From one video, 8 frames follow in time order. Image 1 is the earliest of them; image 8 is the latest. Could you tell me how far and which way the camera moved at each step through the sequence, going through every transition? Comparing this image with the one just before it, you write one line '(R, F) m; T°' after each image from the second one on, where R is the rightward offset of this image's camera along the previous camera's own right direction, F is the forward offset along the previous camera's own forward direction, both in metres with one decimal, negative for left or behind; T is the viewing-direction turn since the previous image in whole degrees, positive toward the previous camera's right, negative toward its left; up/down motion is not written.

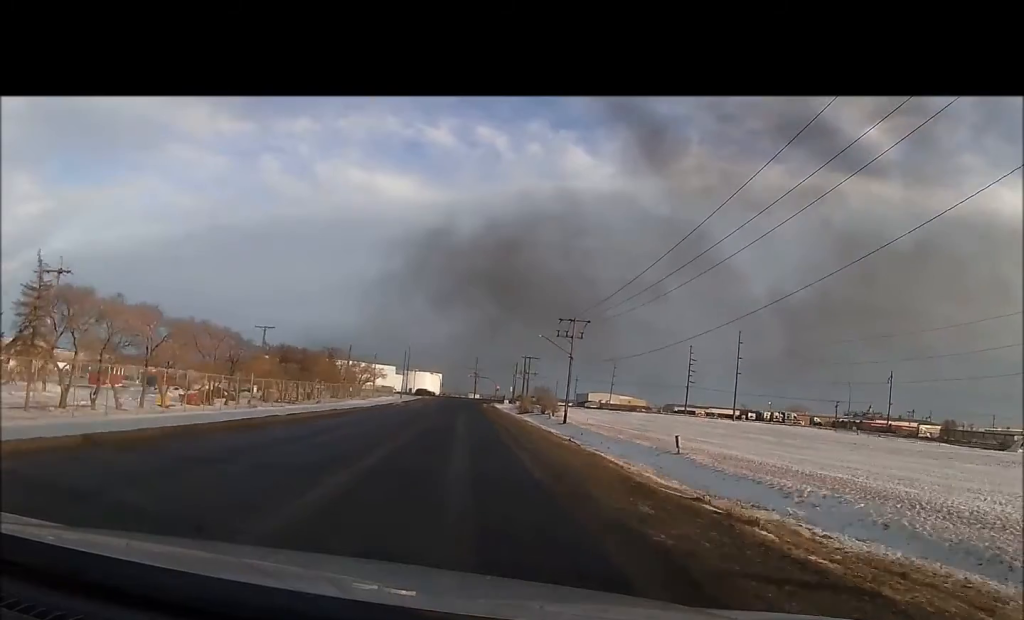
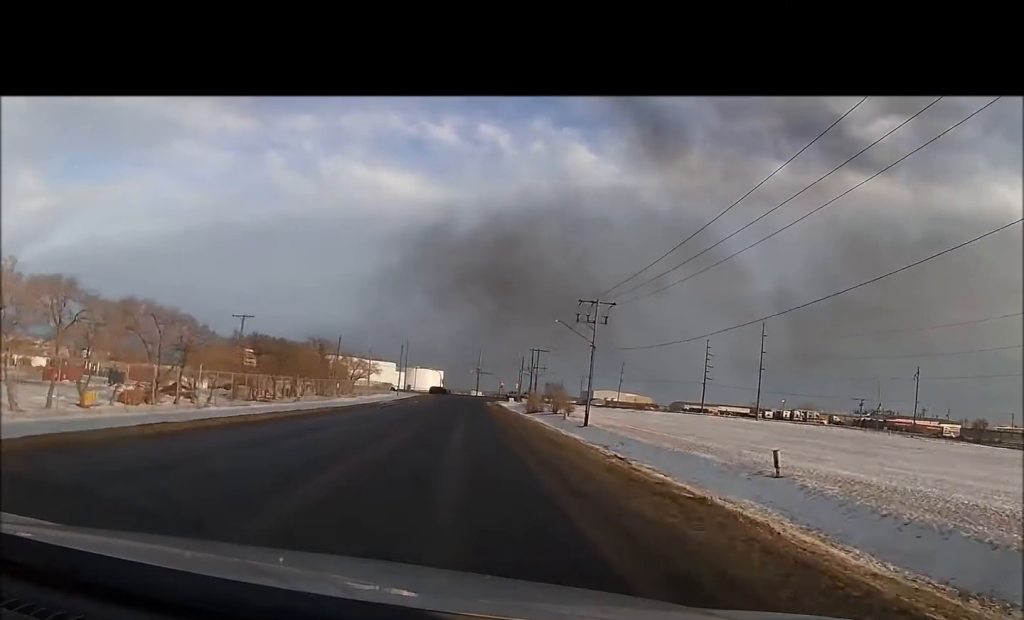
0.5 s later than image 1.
(0.0, +11.3) m; 0°
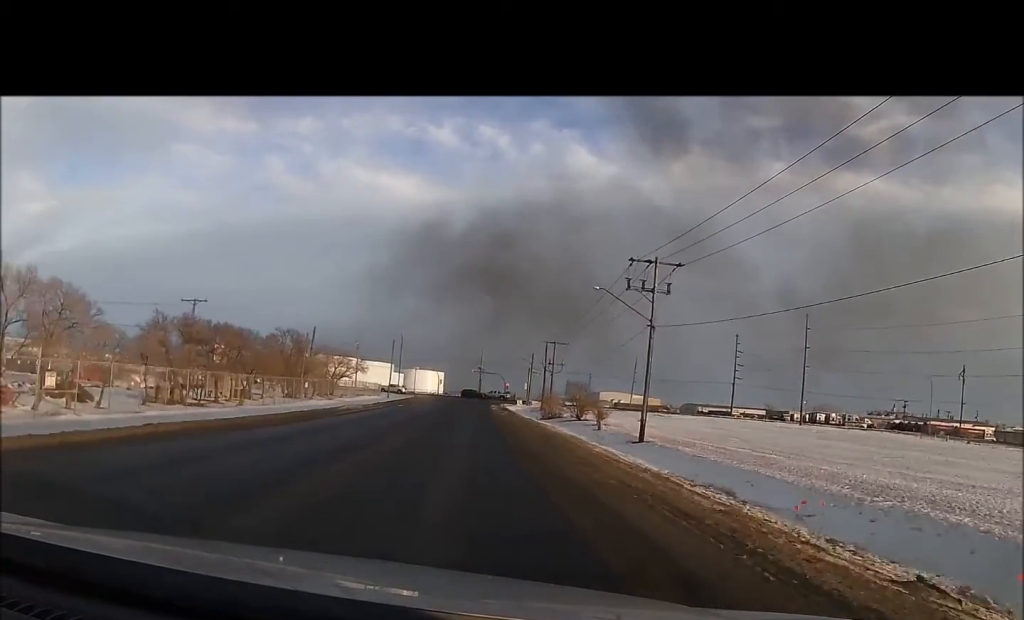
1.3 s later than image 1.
(+0.1, +15.0) m; 0°
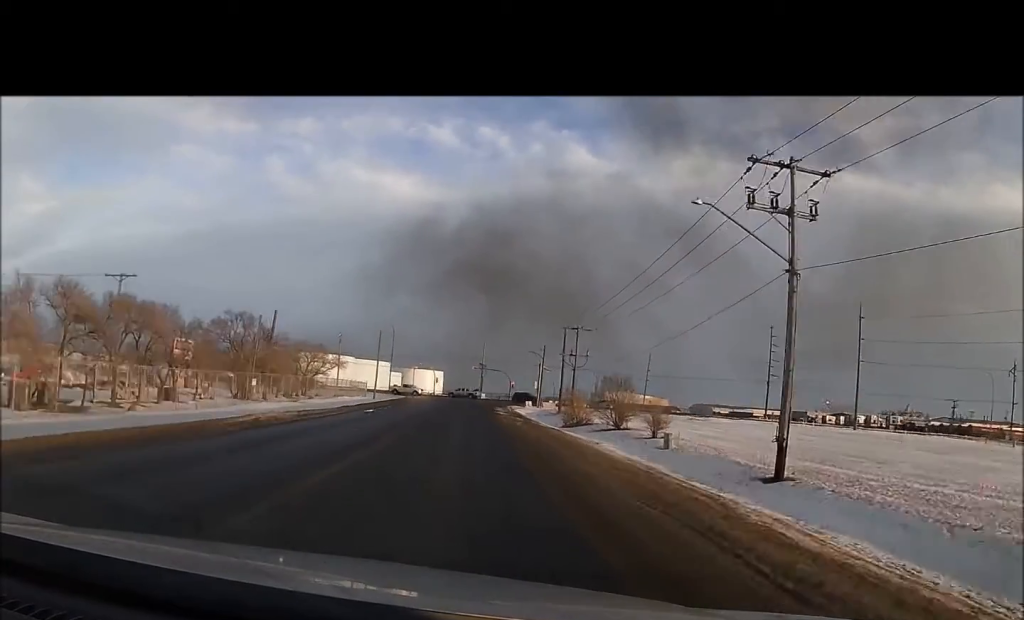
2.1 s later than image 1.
(-0.1, +17.0) m; -1°
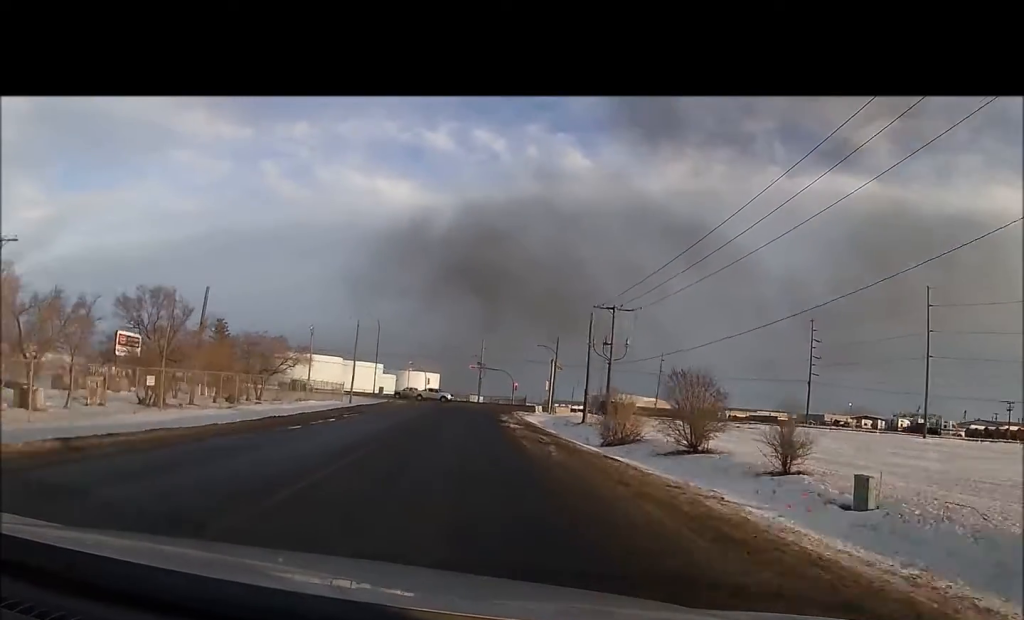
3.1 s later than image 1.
(-0.1, +17.2) m; -1°
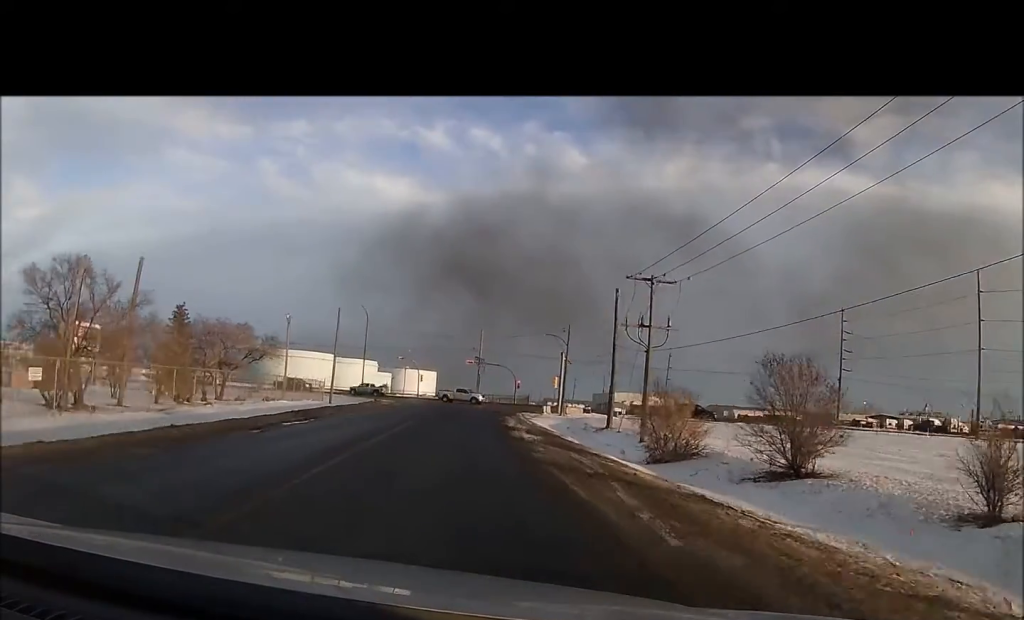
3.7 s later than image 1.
(+0.1, +10.6) m; 0°
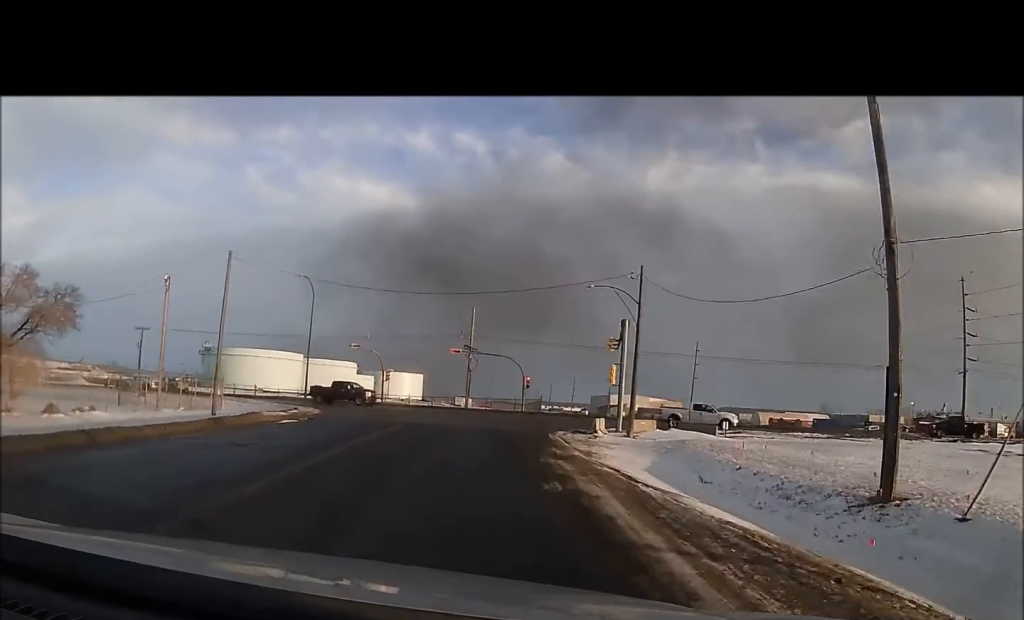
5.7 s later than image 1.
(+0.8, +30.7) m; +3°
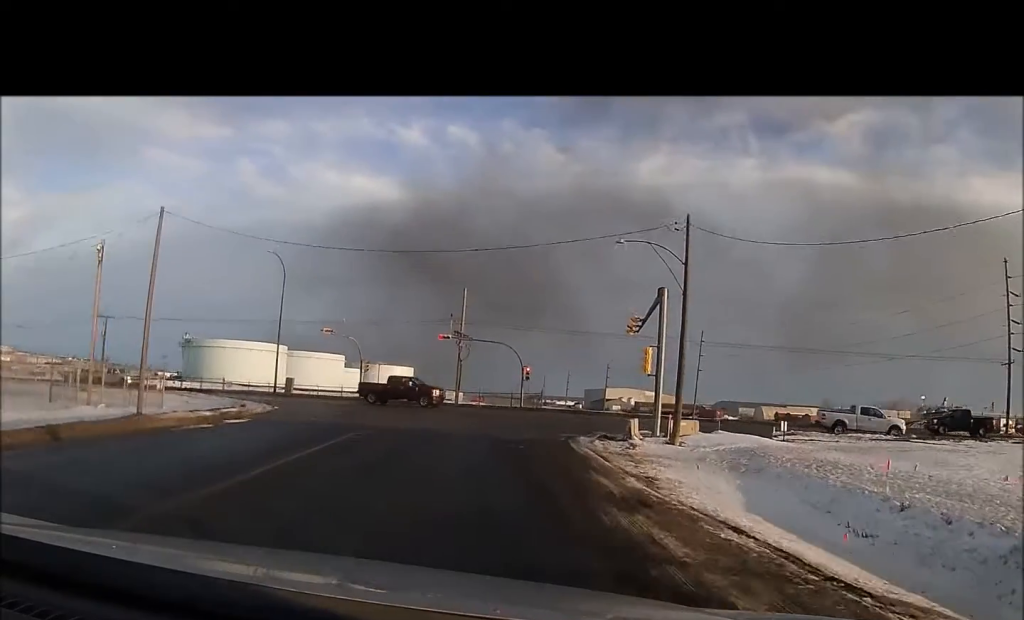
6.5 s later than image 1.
(-0.3, +10.1) m; 0°
